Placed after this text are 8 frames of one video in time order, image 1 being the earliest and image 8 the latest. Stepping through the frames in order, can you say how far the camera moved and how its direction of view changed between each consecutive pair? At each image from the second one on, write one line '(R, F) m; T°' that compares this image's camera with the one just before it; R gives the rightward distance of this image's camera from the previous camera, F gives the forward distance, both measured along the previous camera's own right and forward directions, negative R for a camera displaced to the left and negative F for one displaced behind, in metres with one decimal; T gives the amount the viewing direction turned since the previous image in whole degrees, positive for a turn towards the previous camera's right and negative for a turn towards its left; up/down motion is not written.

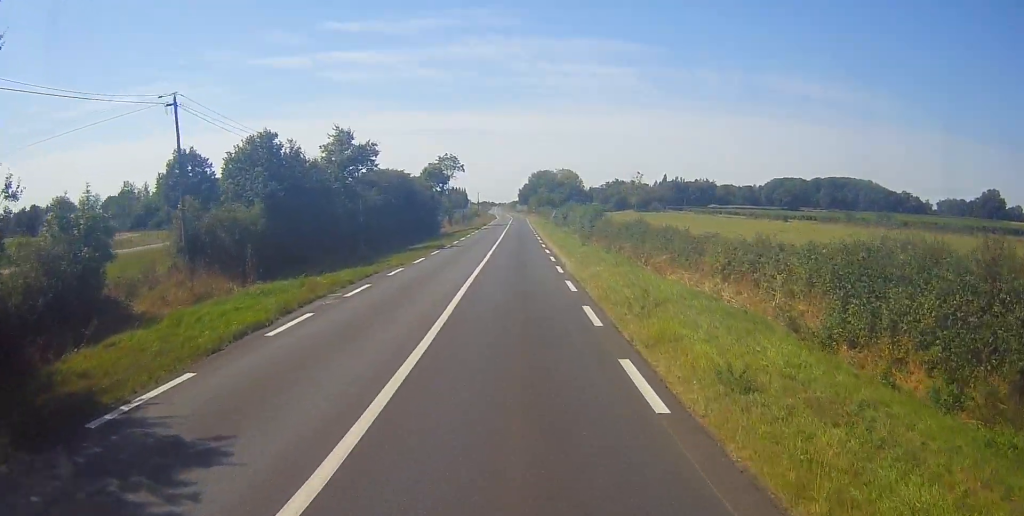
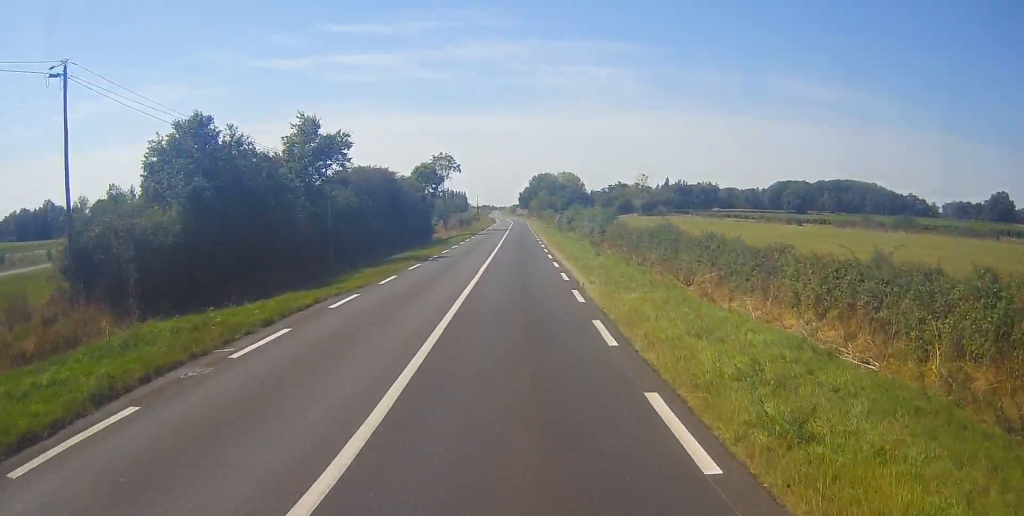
(-0.2, +8.6) m; 0°
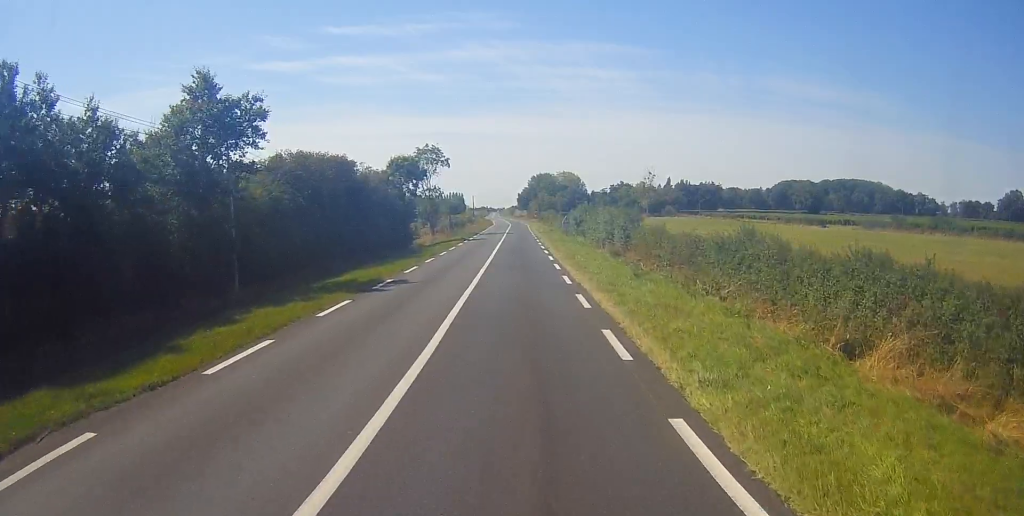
(+0.4, +14.6) m; +2°
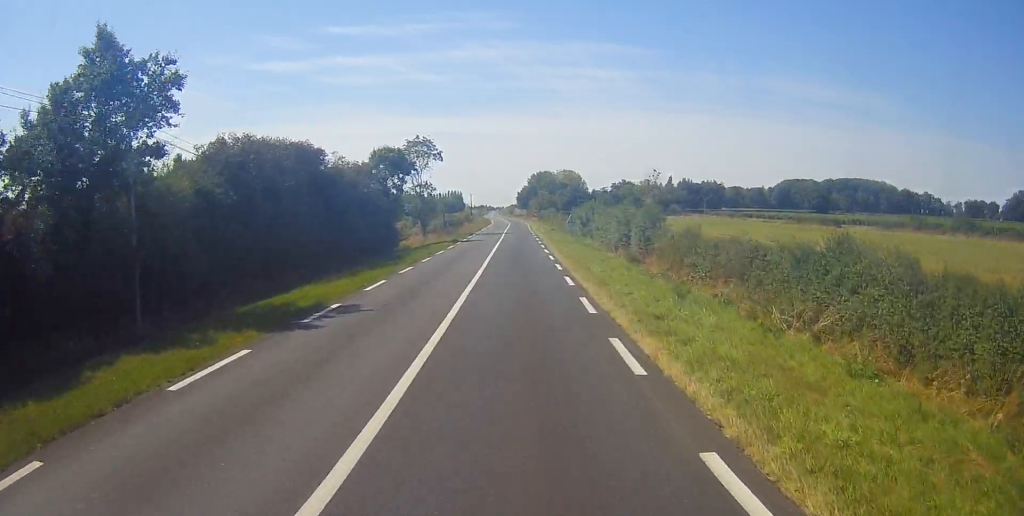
(0.0, +8.0) m; 0°
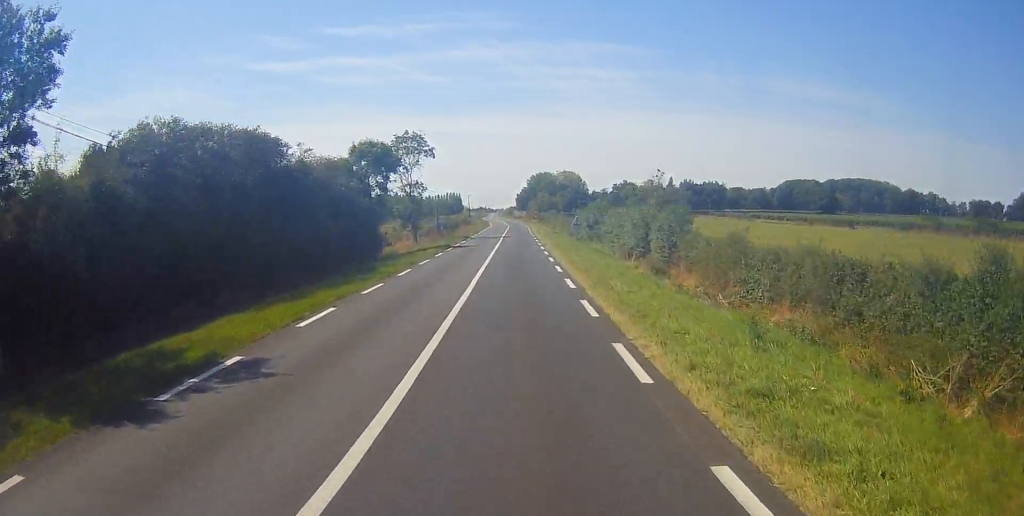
(0.0, +7.1) m; 0°
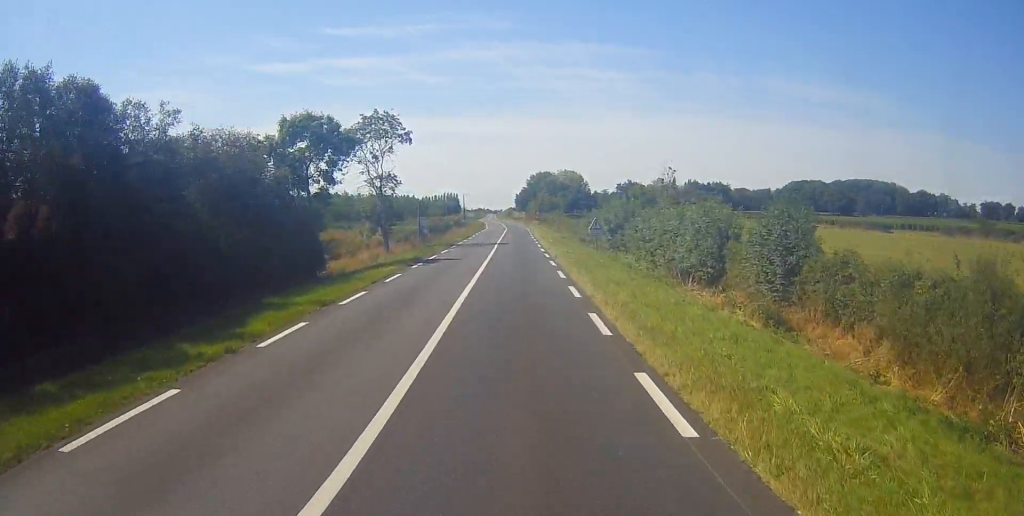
(-0.1, +15.7) m; 0°
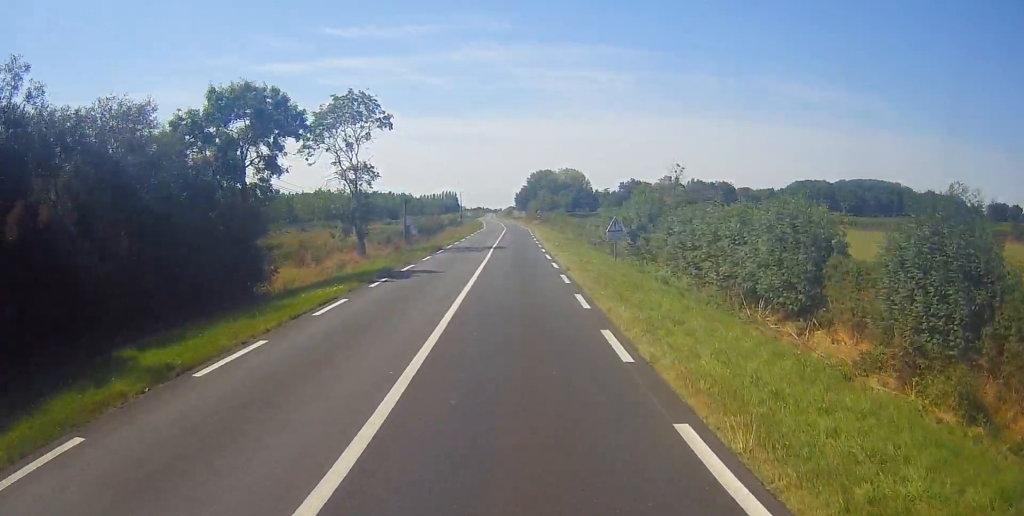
(0.0, +9.3) m; 0°
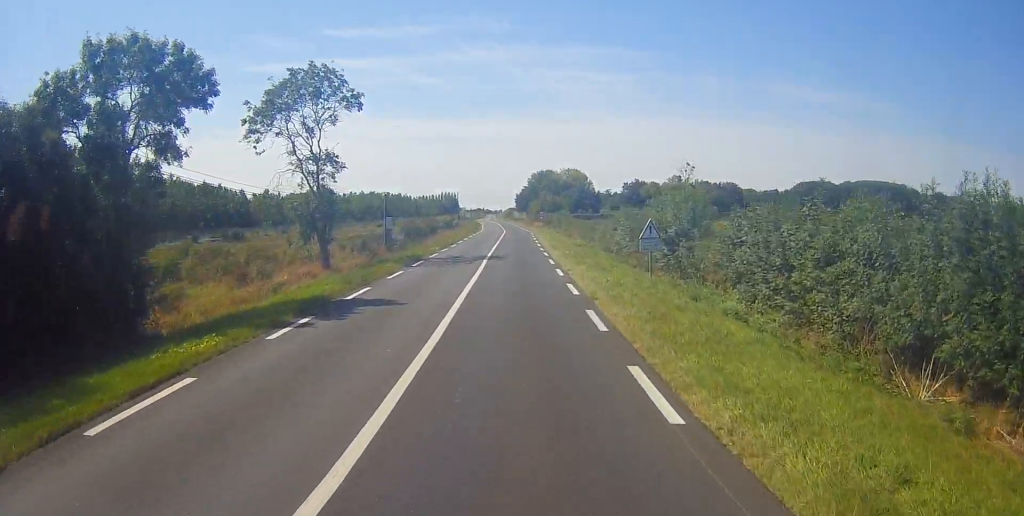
(+0.1, +10.0) m; 0°
